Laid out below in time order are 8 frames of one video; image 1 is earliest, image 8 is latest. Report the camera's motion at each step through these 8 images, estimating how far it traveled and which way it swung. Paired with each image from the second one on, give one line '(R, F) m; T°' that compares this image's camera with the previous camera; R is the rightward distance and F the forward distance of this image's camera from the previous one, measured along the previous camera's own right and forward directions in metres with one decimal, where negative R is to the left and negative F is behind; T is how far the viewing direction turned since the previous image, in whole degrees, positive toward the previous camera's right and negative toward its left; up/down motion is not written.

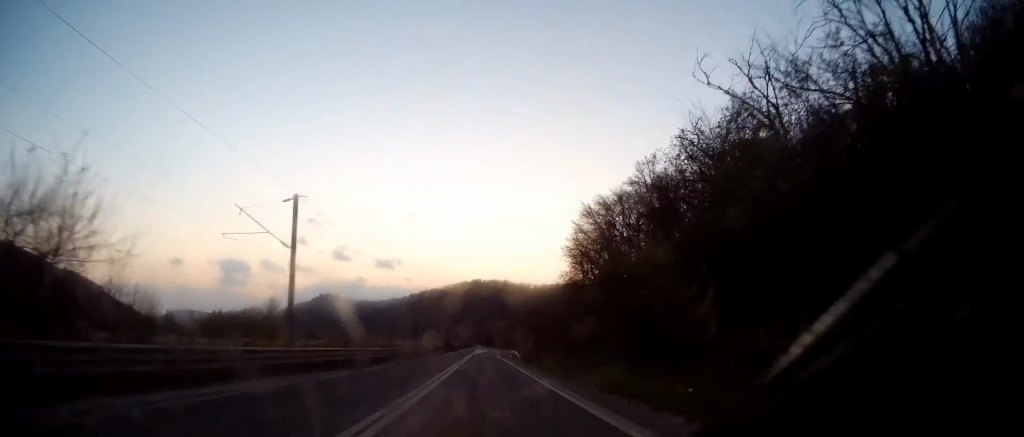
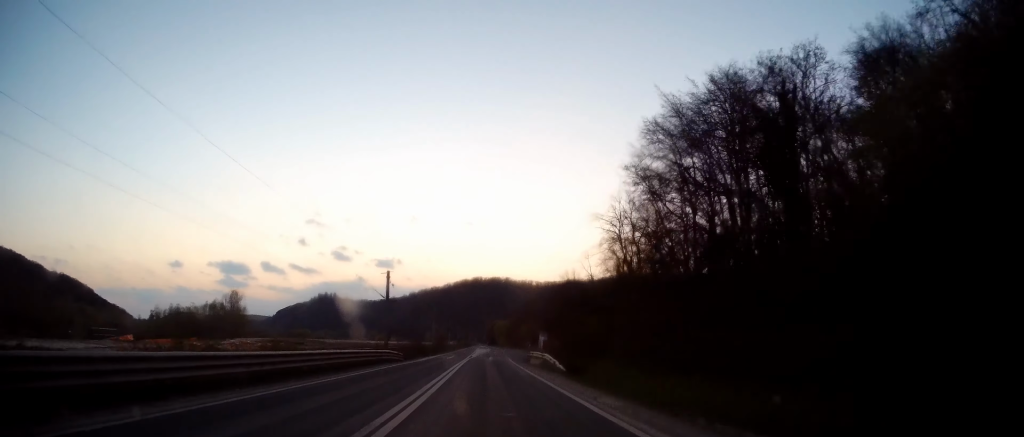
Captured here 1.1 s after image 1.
(+0.2, +29.1) m; +1°
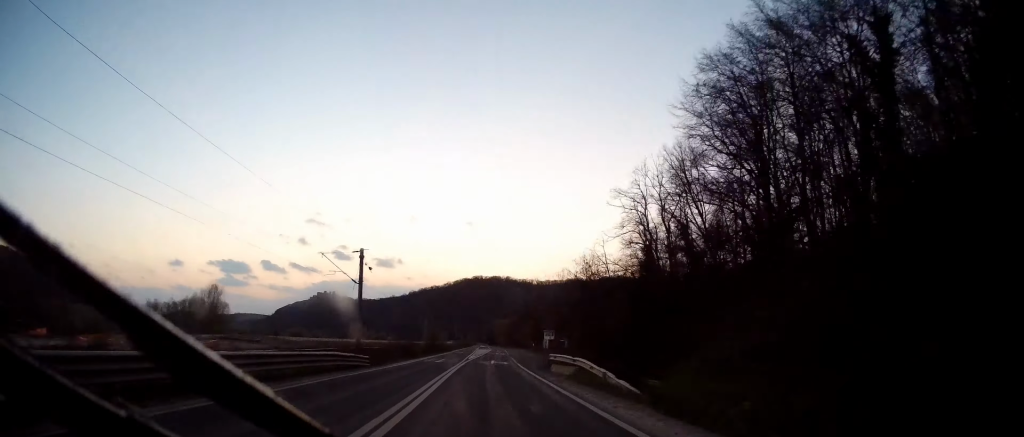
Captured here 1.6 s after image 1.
(0.0, +12.2) m; 0°
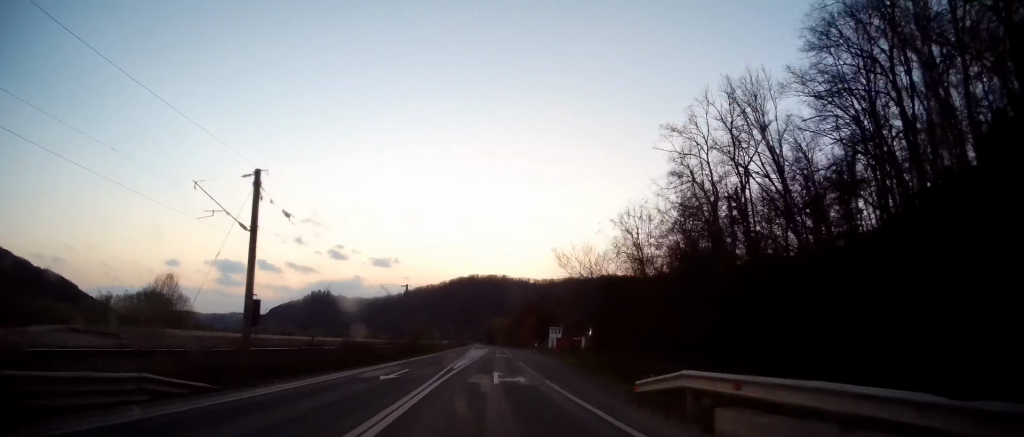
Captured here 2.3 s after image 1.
(0.0, +20.0) m; 0°
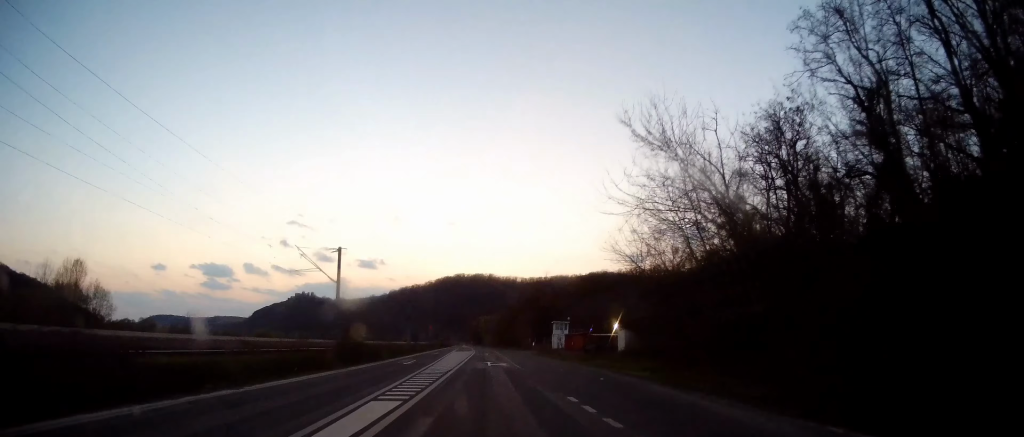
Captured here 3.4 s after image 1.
(+0.1, +27.5) m; +1°
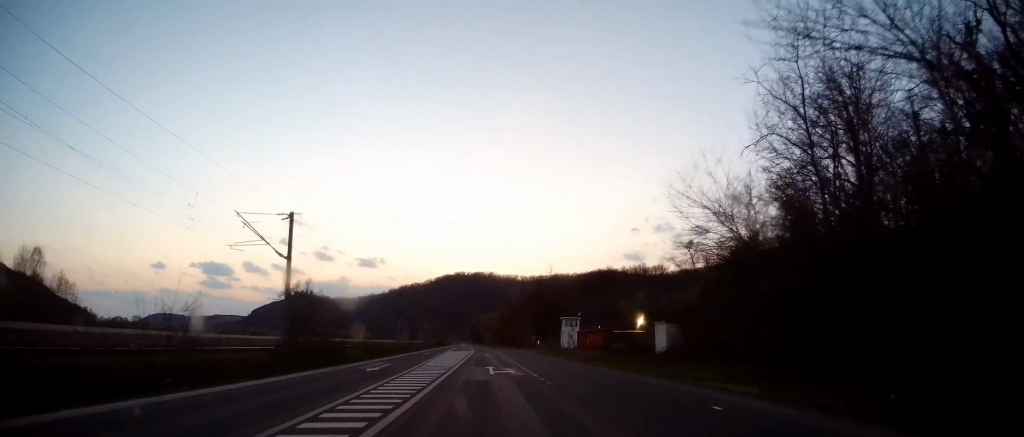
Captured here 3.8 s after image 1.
(0.0, +11.2) m; +1°
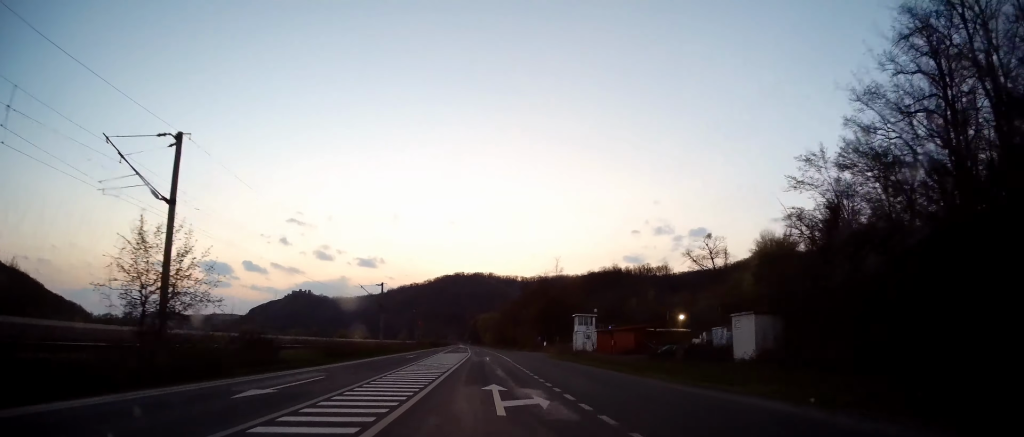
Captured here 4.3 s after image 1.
(+0.1, +12.9) m; 0°
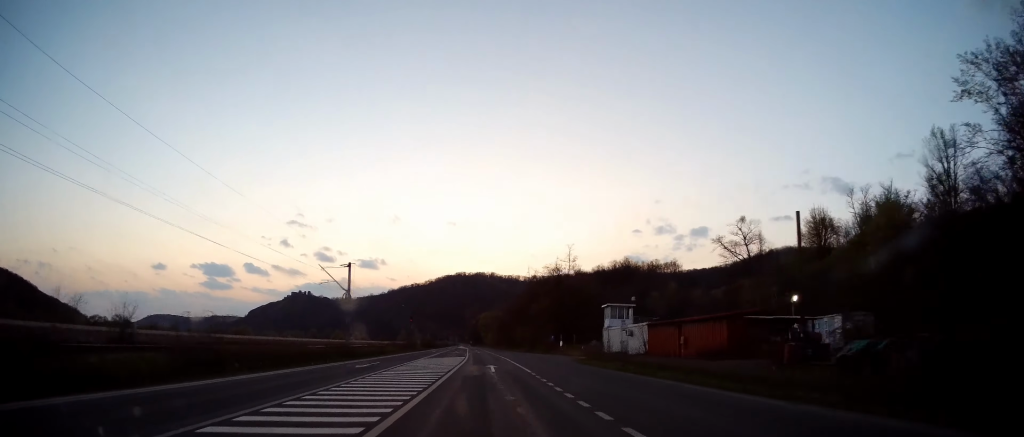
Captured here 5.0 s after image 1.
(+0.3, +18.1) m; 0°
